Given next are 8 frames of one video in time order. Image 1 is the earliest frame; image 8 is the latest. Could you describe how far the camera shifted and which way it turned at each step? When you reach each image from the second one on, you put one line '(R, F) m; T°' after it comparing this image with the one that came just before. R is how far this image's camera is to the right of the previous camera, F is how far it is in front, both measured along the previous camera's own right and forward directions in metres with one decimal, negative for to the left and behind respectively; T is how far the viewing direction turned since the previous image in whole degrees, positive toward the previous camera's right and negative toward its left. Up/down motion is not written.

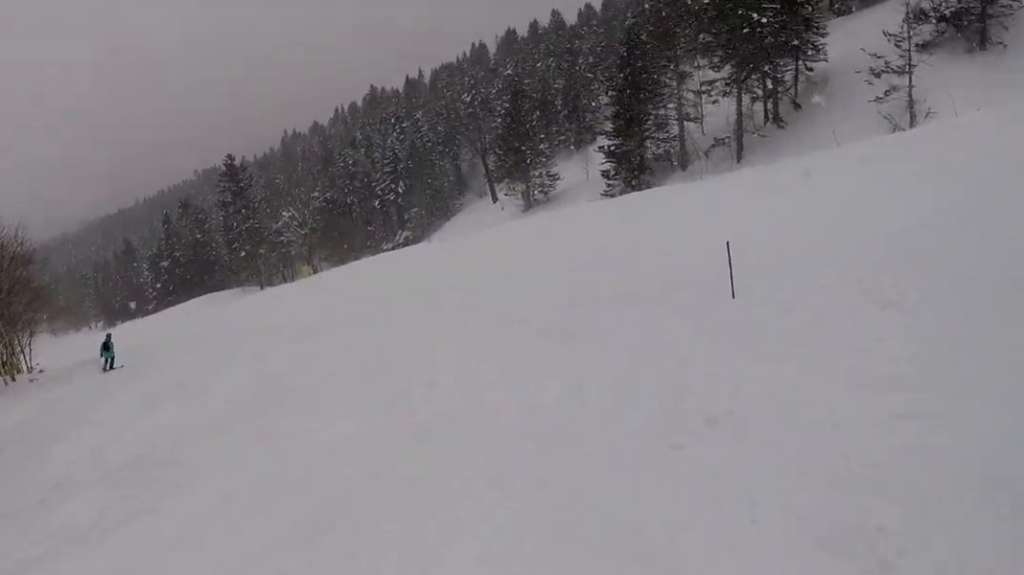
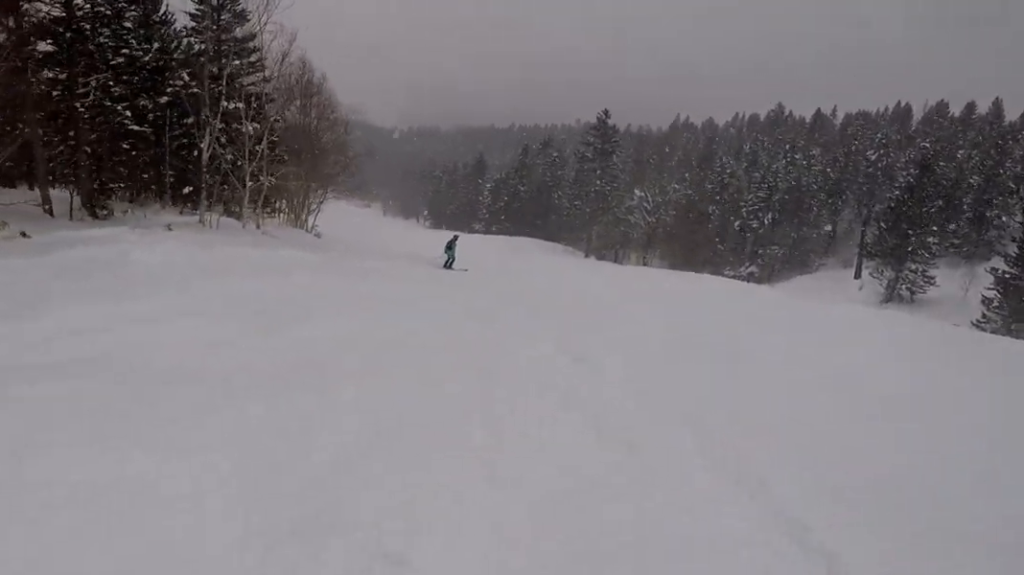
(-0.6, +5.6) m; -21°
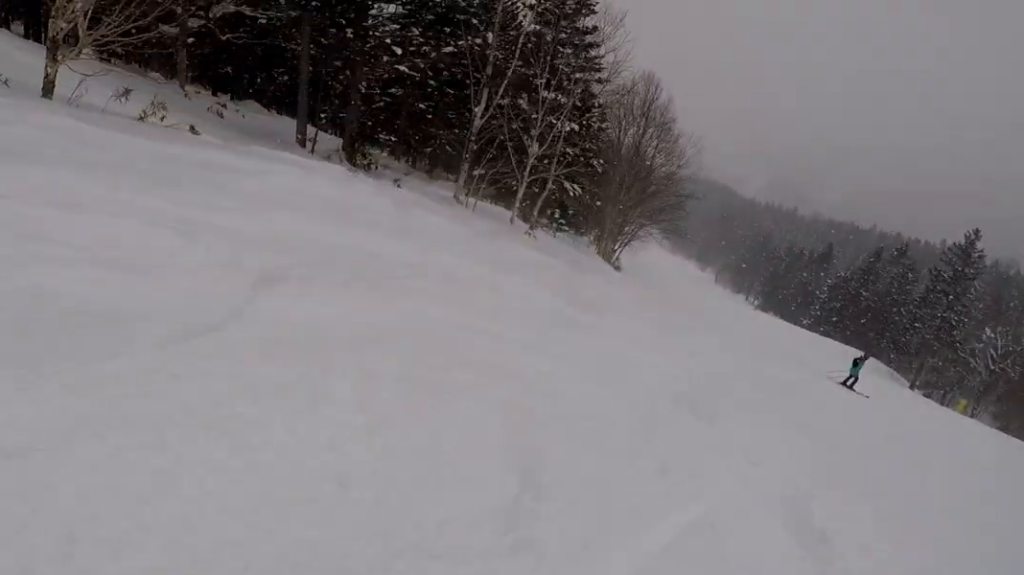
(-1.3, +4.7) m; -6°
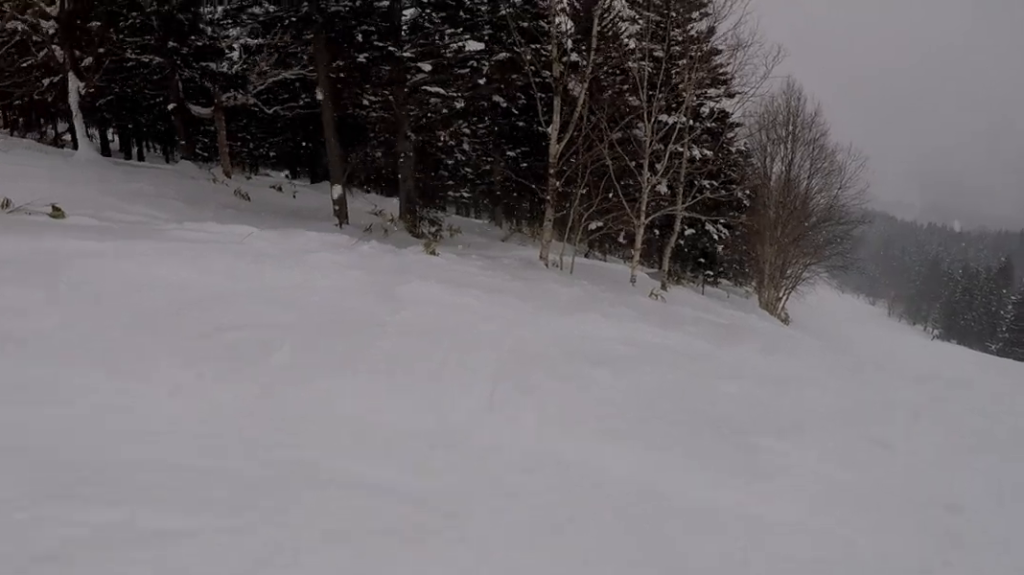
(+0.6, +7.0) m; +8°
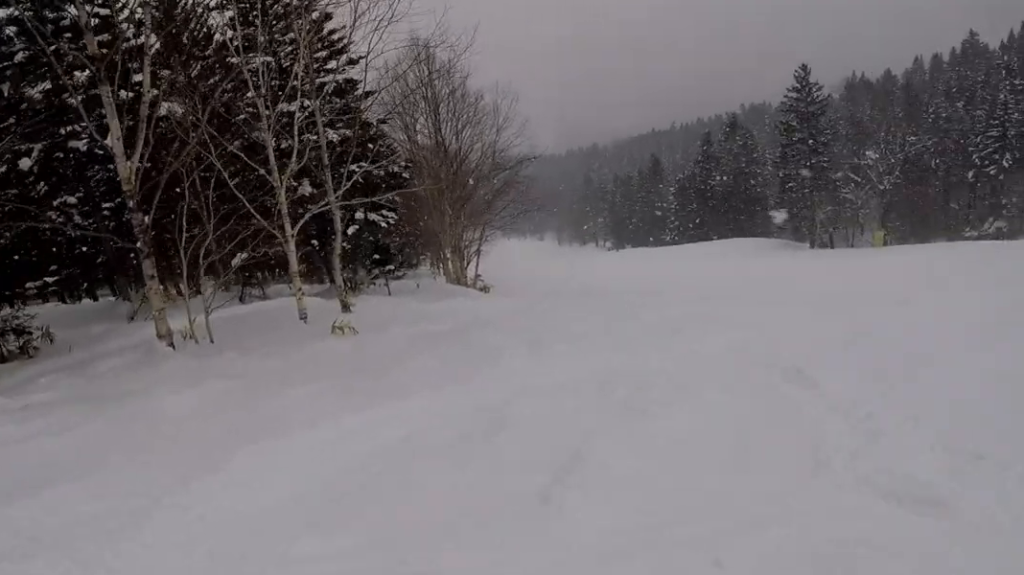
(+0.2, +5.8) m; +18°
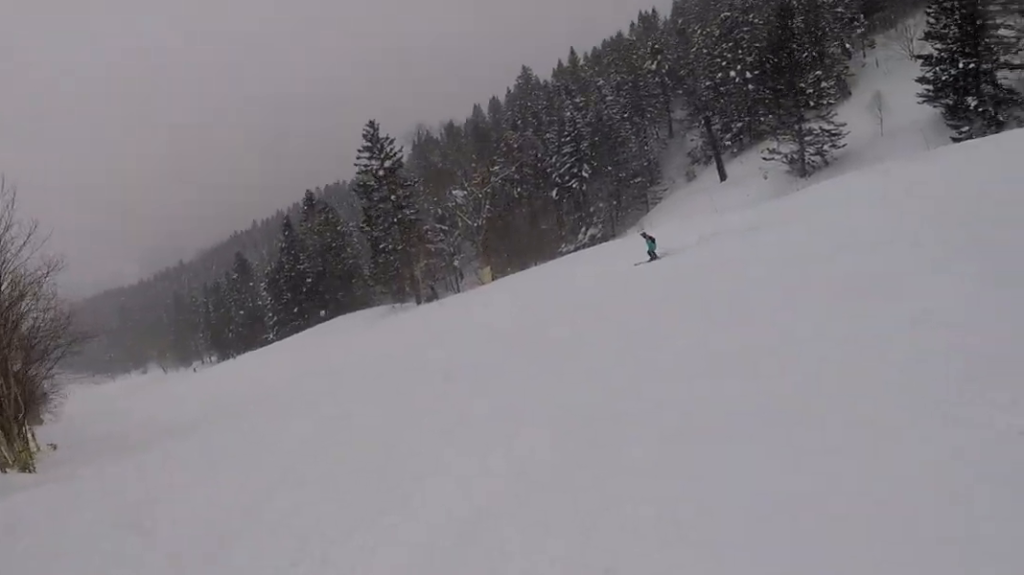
(+2.7, +8.0) m; +26°
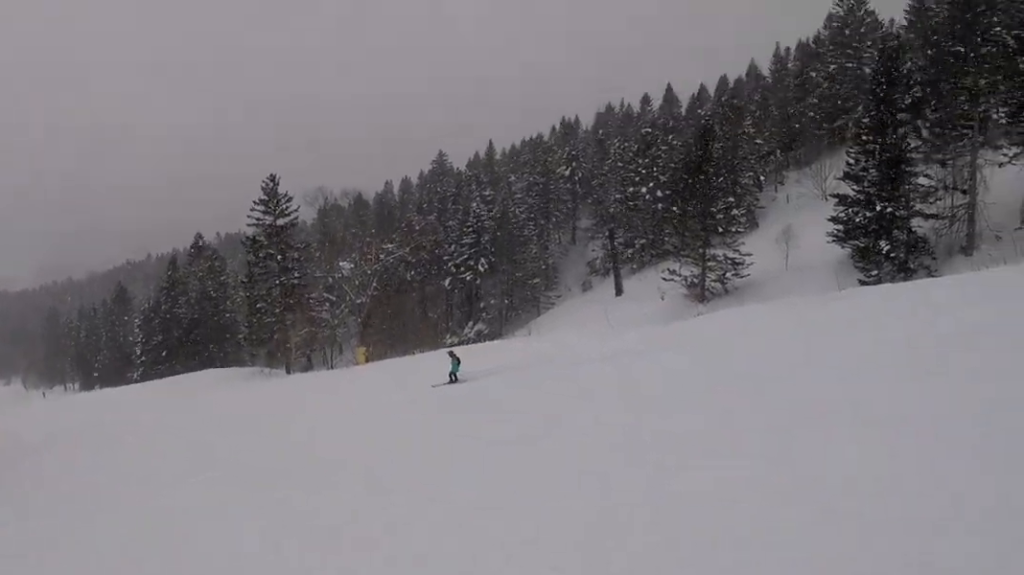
(+0.1, +4.0) m; -3°
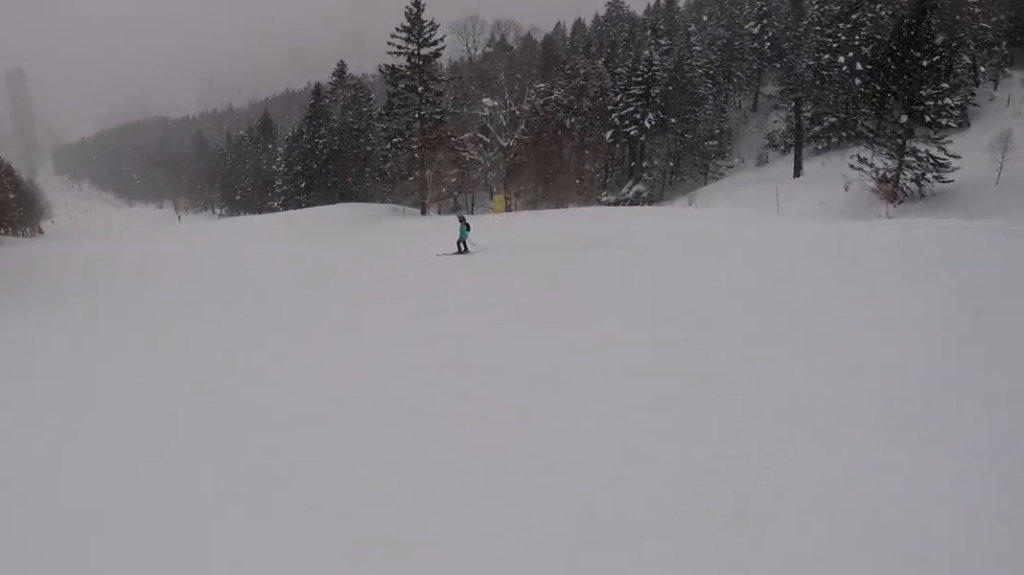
(-0.1, +5.1) m; -7°
